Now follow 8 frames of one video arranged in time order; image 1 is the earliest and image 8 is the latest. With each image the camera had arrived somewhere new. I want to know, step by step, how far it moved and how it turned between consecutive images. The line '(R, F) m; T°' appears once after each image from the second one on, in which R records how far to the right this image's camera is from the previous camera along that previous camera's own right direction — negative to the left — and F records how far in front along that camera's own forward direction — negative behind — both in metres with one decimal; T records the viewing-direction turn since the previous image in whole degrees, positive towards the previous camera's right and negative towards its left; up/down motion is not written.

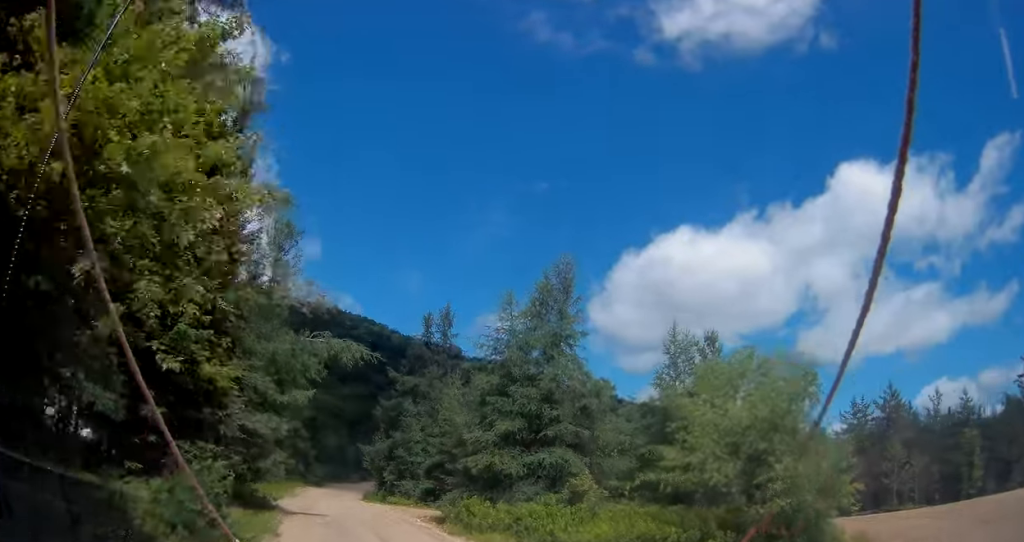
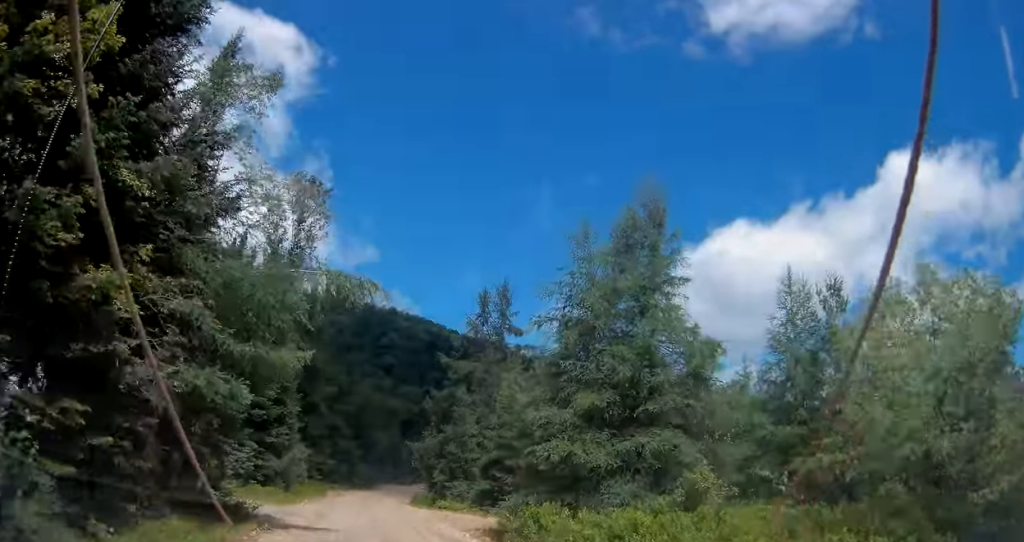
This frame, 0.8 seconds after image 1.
(-0.3, +6.4) m; -5°
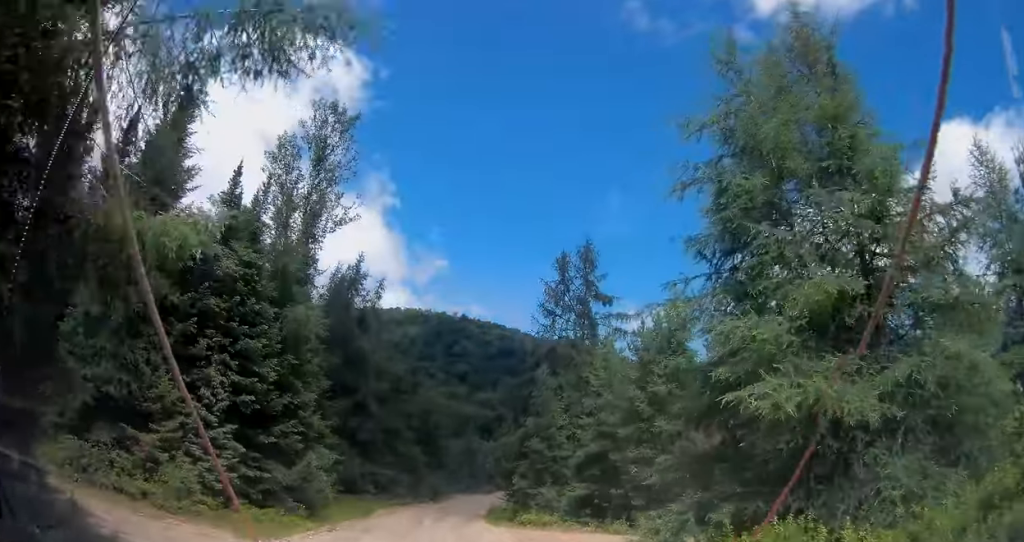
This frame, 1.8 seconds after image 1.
(-0.5, +8.1) m; -6°
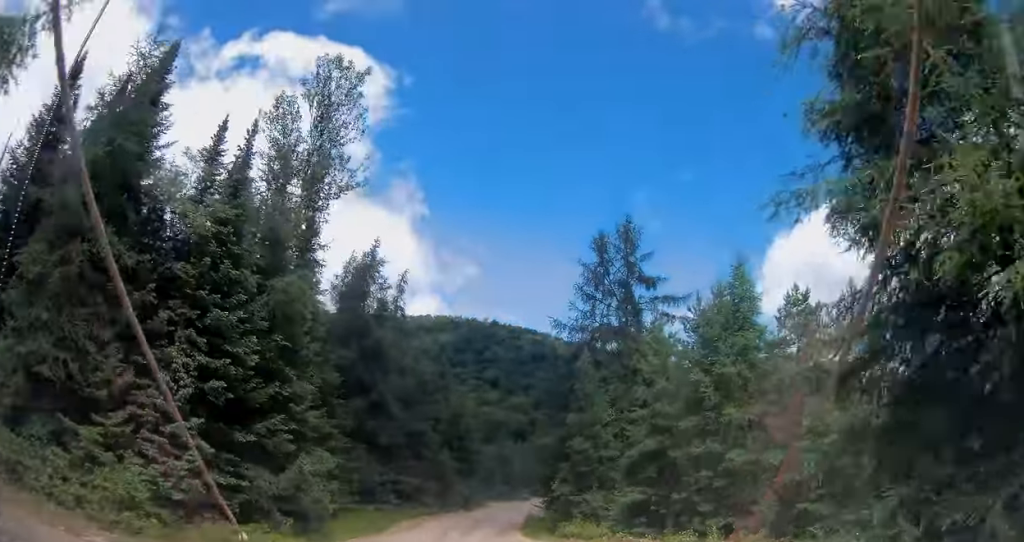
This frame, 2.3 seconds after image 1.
(-0.1, +3.7) m; -3°
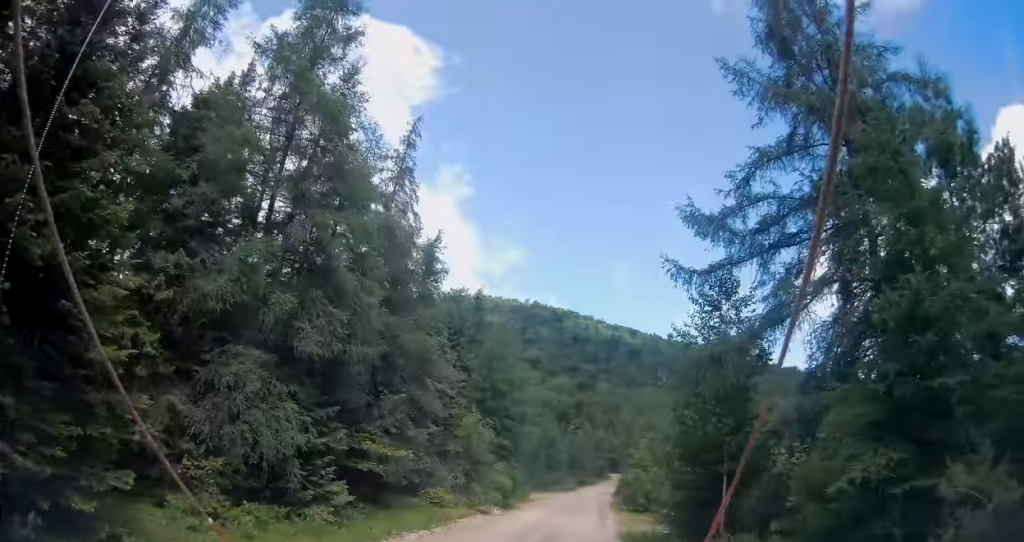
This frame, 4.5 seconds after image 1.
(-2.2, +18.5) m; -8°
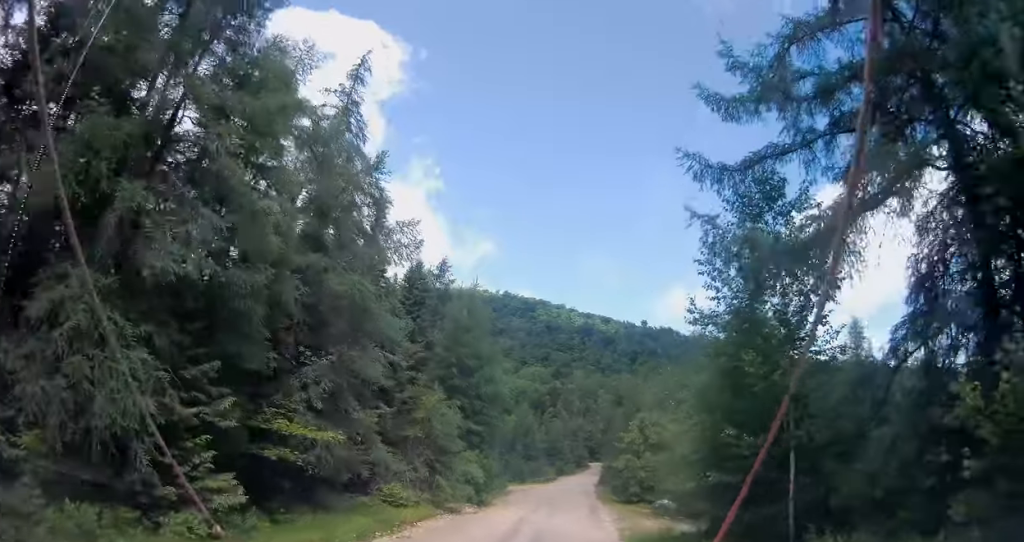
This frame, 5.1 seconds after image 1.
(+0.1, +5.0) m; +2°
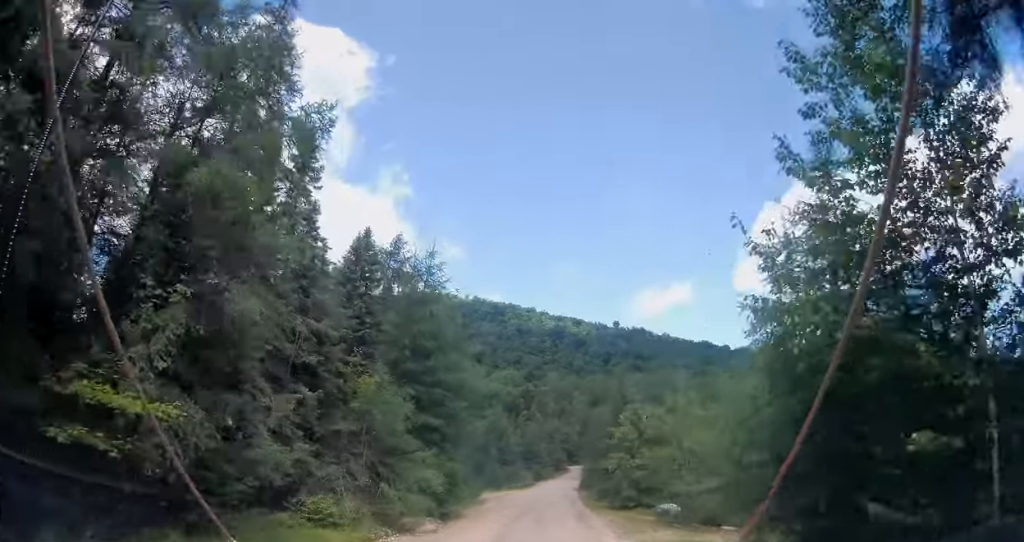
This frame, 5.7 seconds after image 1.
(+0.1, +5.7) m; +3°
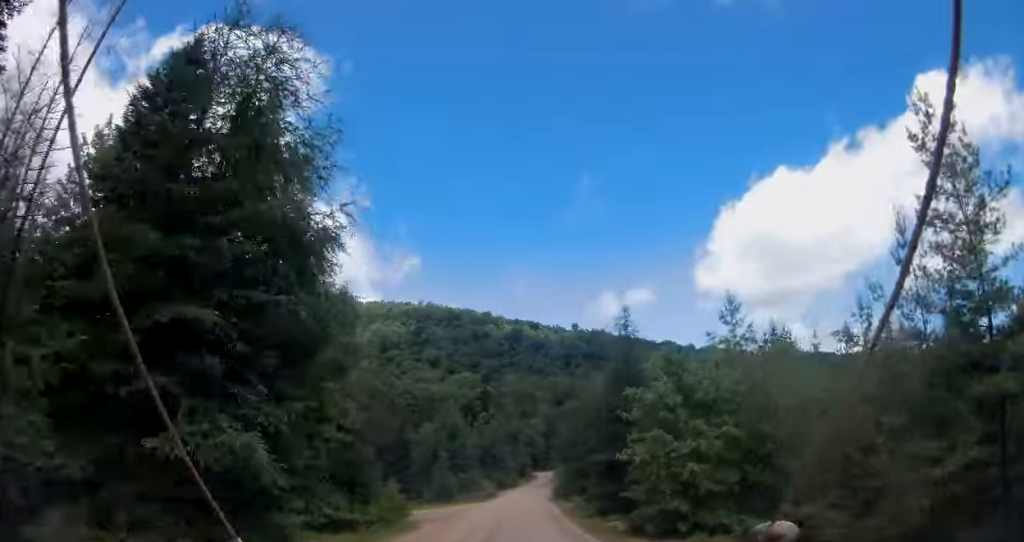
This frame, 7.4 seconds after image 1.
(+1.0, +14.9) m; +6°
